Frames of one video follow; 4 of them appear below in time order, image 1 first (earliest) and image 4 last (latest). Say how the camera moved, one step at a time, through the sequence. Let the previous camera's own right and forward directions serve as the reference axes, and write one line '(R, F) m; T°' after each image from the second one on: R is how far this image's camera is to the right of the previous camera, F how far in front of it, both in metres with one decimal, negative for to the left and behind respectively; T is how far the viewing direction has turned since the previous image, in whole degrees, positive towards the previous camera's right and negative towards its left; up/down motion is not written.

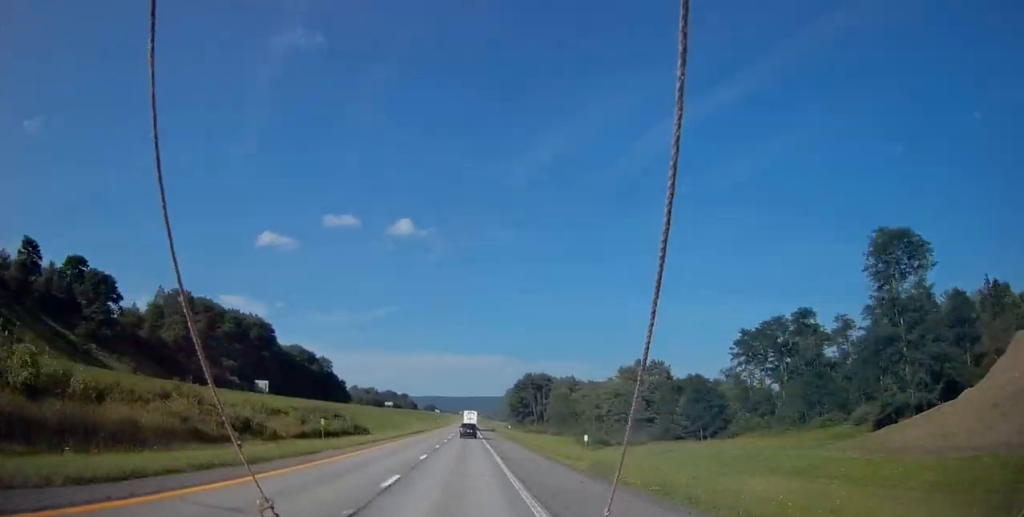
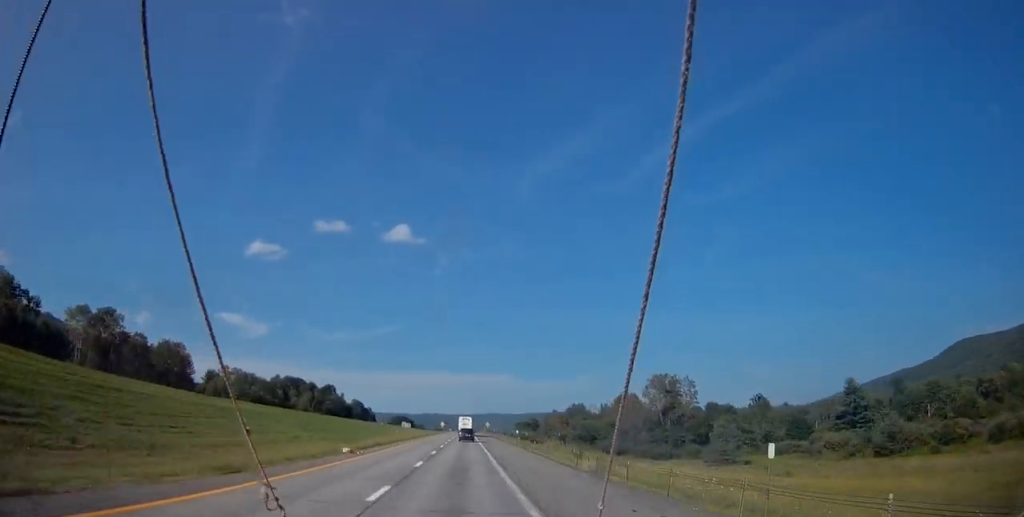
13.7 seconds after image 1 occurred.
(-0.1, +386.3) m; 0°
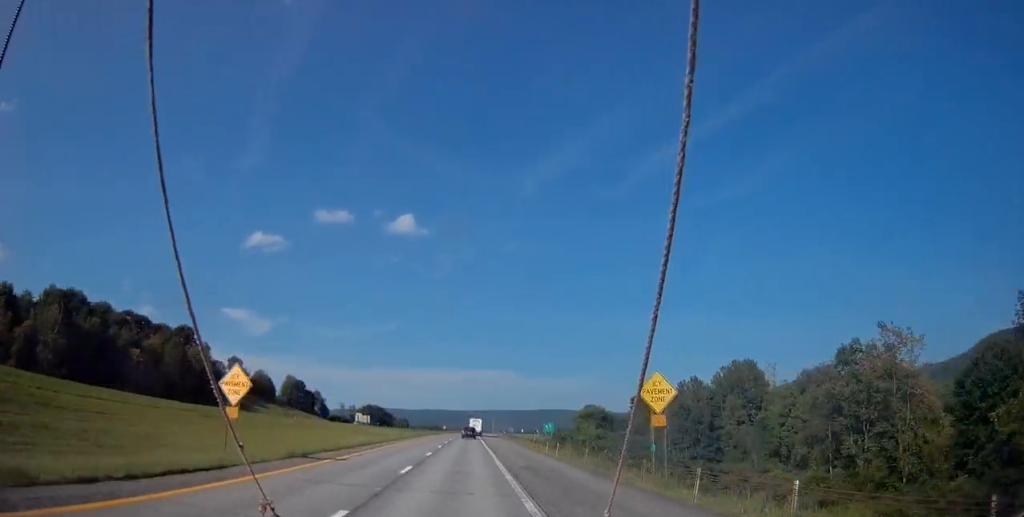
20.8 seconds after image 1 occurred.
(0.0, +189.8) m; 0°
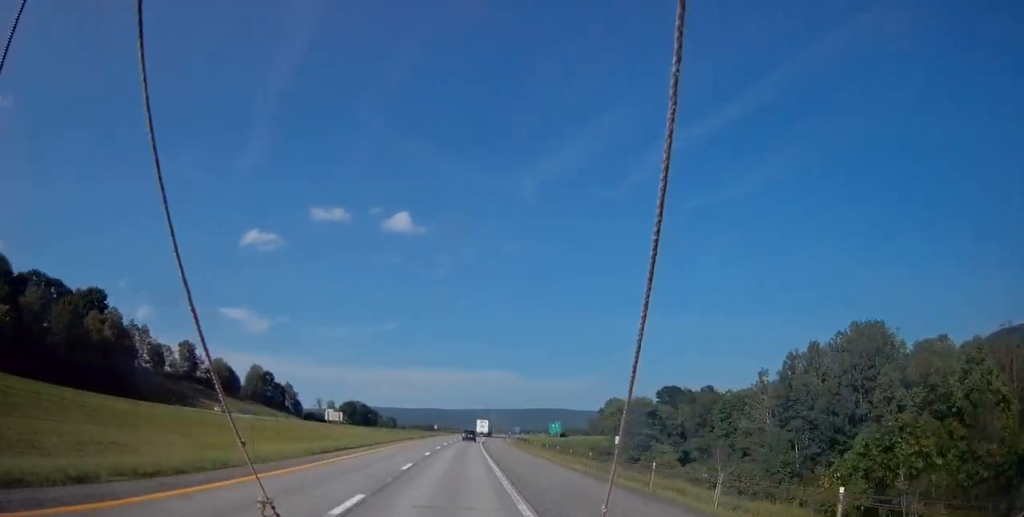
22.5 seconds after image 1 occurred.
(-0.6, +46.0) m; +1°
